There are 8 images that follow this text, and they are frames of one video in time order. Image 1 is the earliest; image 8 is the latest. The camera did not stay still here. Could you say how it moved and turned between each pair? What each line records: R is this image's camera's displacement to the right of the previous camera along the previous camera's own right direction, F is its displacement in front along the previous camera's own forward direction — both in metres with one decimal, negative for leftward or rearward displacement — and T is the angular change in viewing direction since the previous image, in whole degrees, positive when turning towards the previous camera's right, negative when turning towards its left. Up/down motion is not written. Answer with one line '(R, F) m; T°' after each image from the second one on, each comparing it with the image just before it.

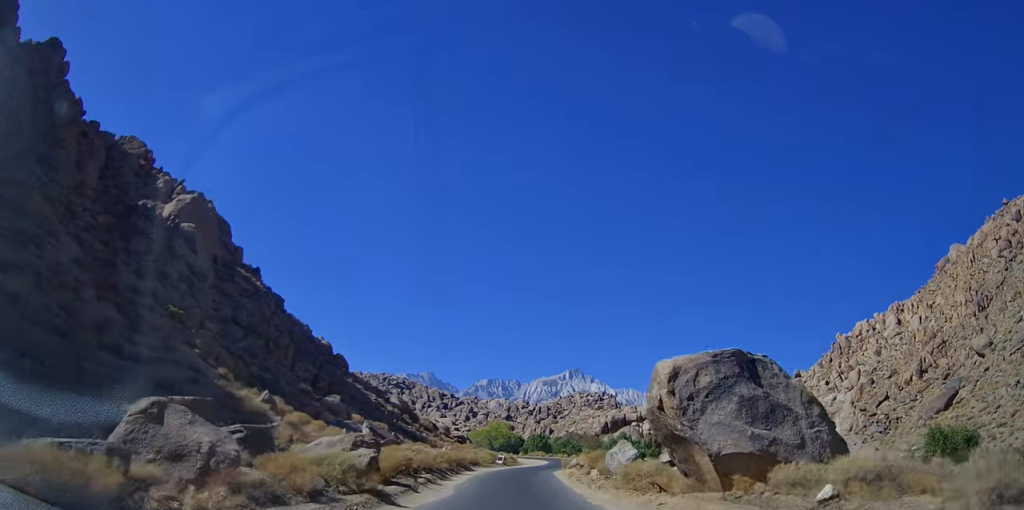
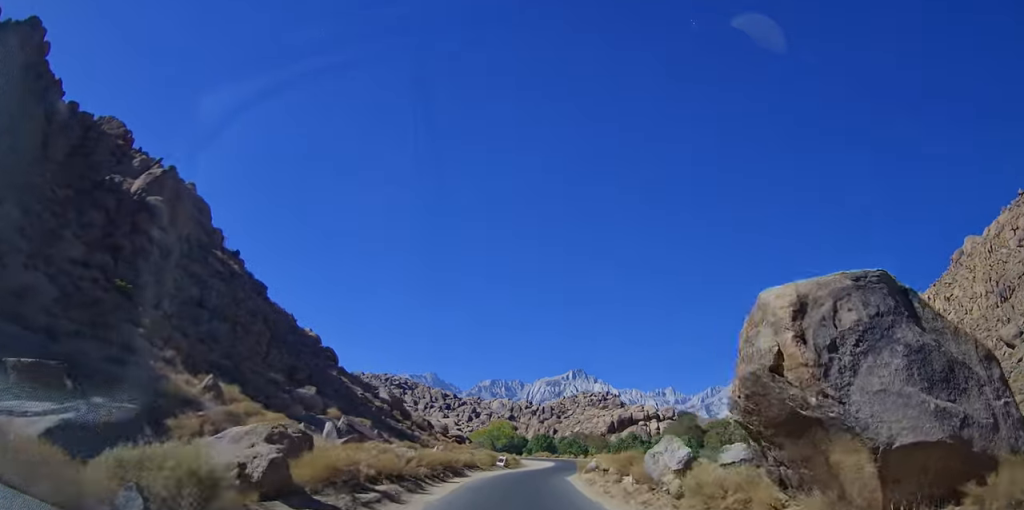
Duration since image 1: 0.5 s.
(-0.3, +6.7) m; -2°
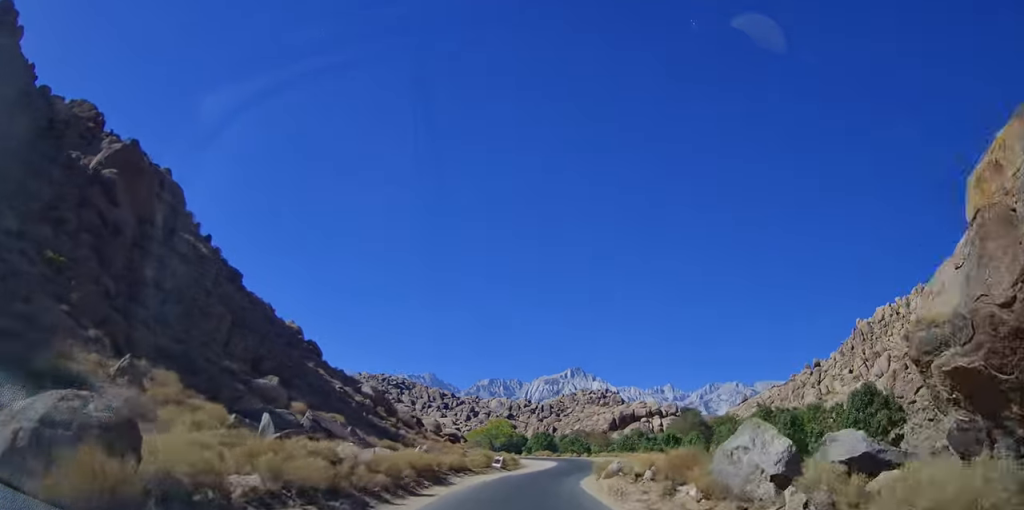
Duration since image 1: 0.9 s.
(-0.2, +6.3) m; -2°
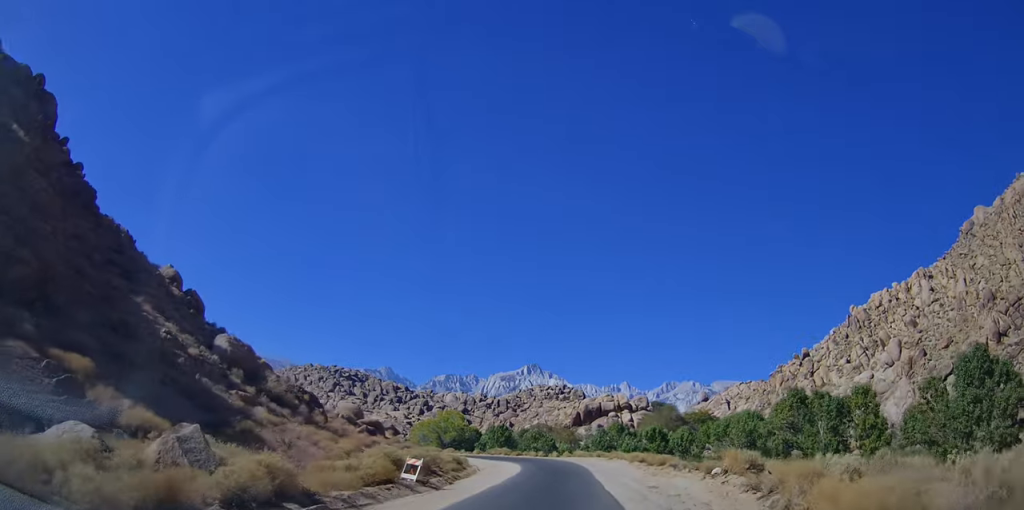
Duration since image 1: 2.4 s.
(+0.3, +21.8) m; +5°
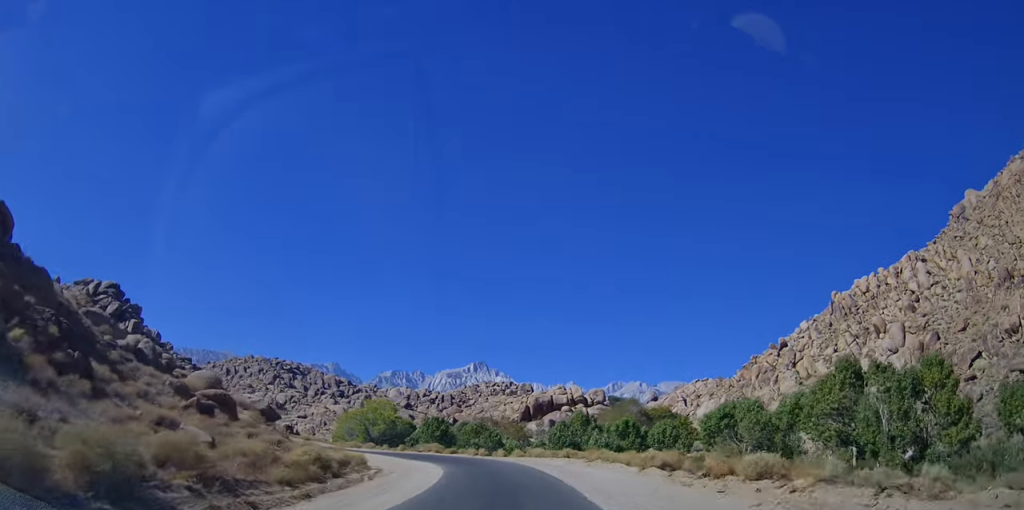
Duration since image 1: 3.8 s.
(+1.0, +20.2) m; +4°
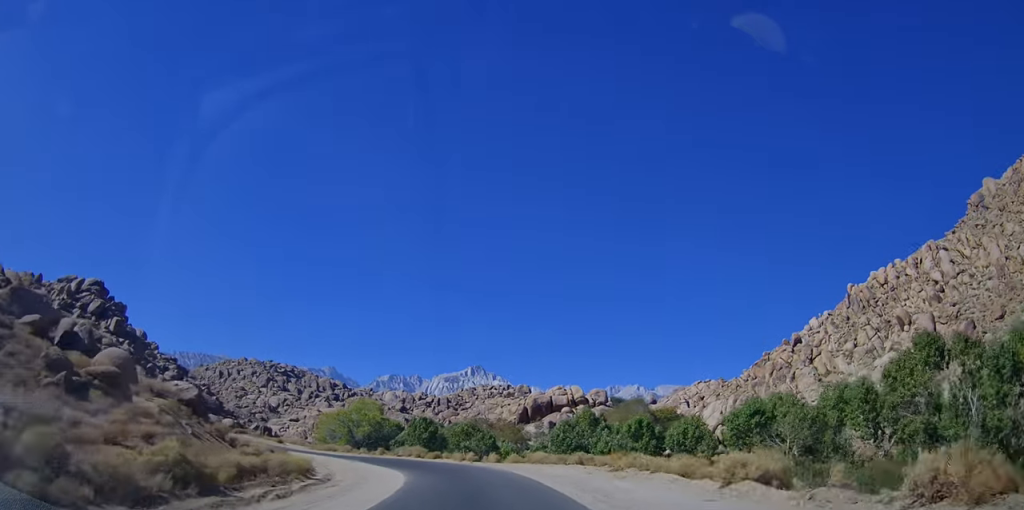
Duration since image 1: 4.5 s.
(+0.2, +10.0) m; +2°
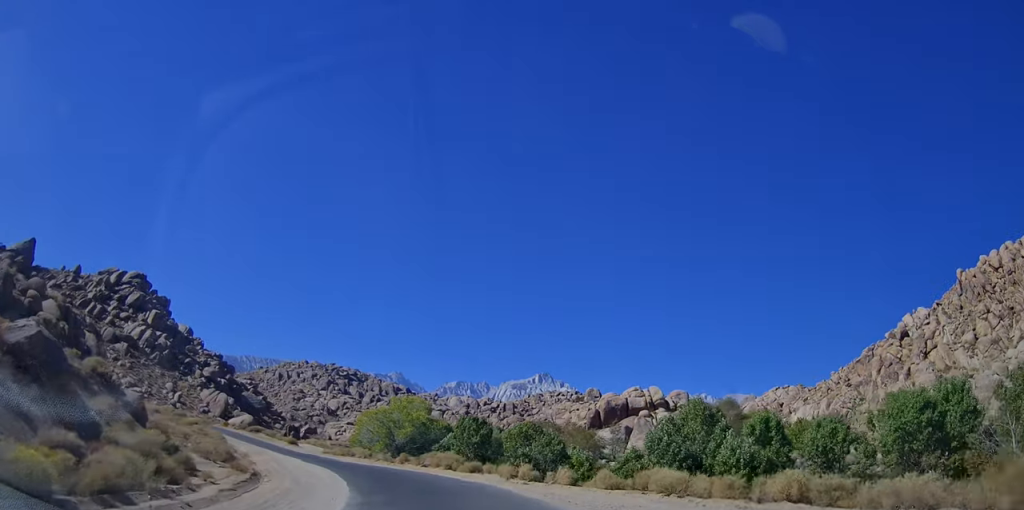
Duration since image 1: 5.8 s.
(+0.4, +18.1) m; -3°
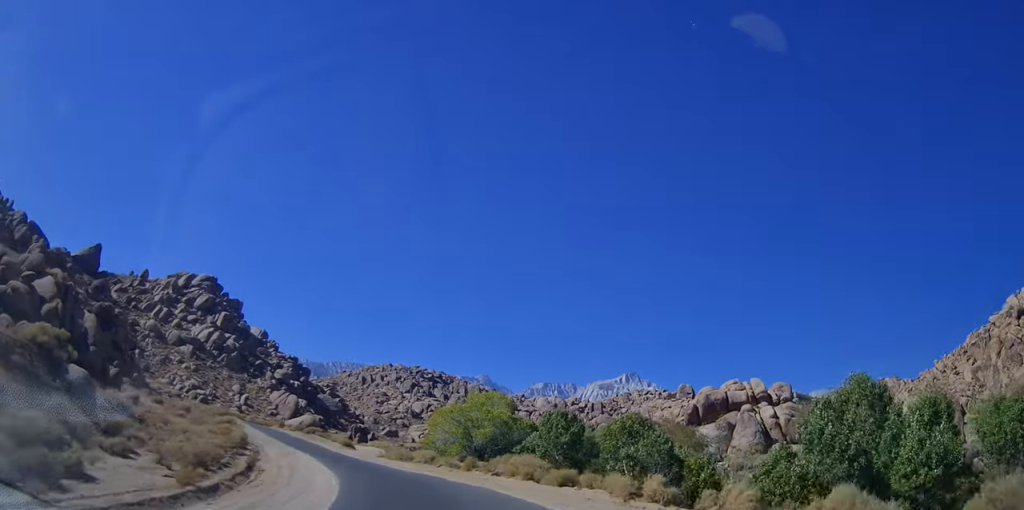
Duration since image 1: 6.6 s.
(-0.6, +10.9) m; -7°
